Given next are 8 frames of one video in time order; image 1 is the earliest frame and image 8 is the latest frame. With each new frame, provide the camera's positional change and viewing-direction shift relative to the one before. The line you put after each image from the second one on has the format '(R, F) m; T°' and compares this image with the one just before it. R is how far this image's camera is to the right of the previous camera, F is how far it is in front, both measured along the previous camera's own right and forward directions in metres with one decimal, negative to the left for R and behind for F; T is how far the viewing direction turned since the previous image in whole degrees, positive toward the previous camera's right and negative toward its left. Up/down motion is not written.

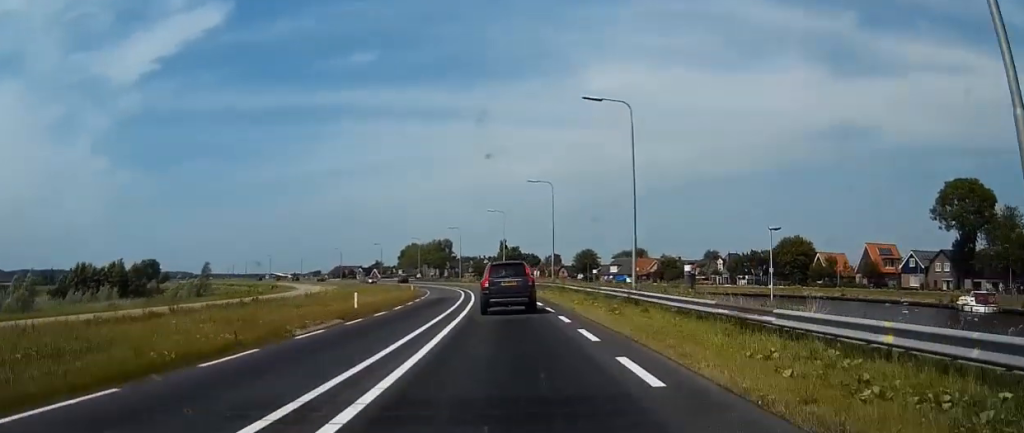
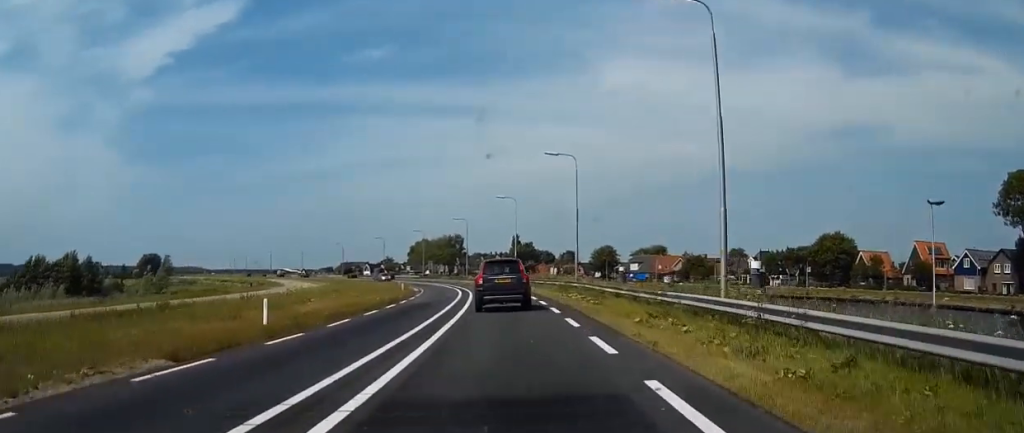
(-0.2, +14.4) m; -1°
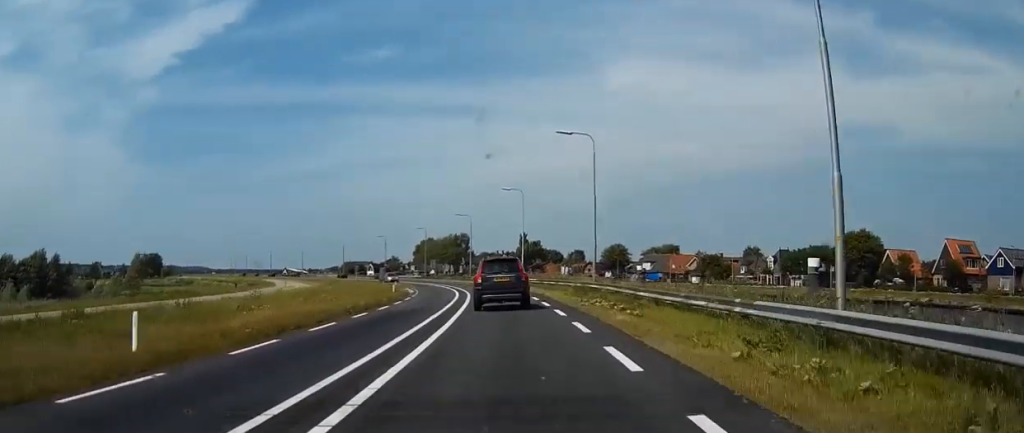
(-0.1, +8.1) m; -1°
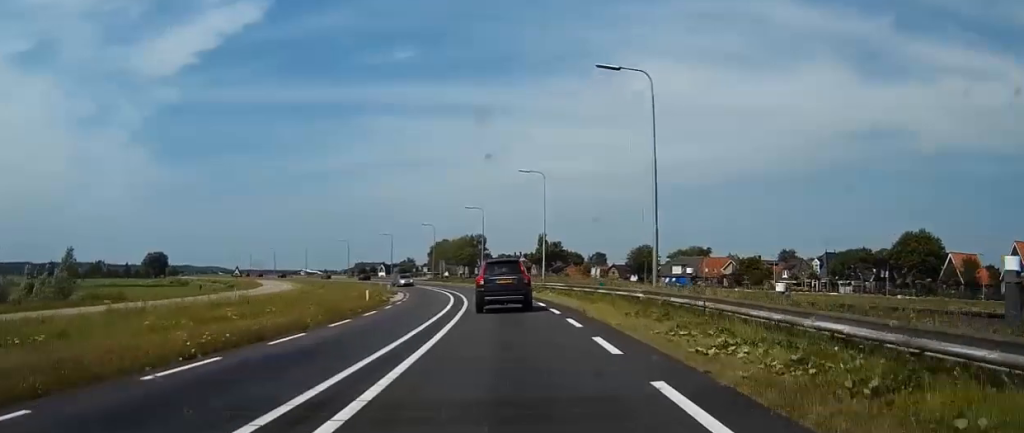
(0.0, +15.7) m; -1°
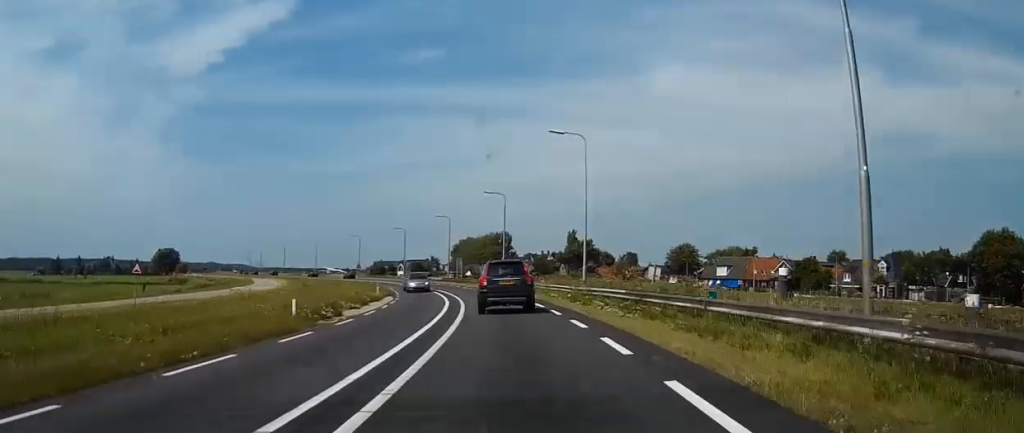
(-0.3, +17.8) m; -2°
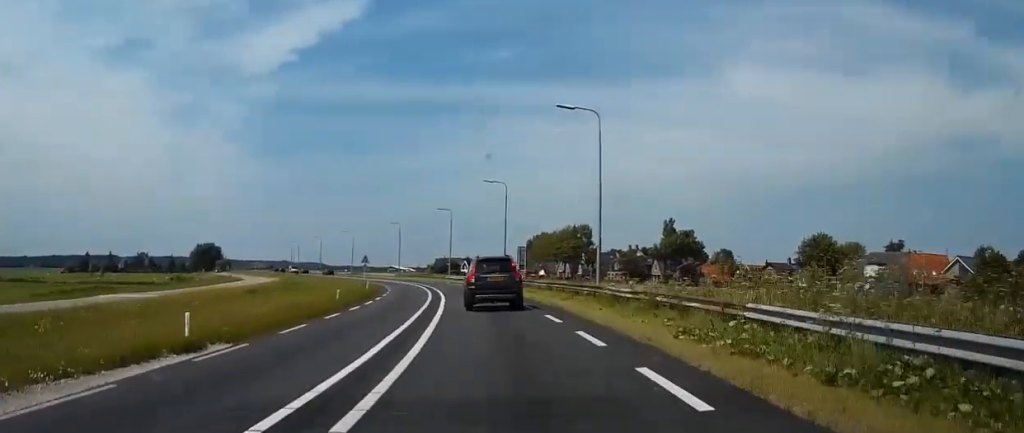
(-2.1, +43.3) m; -7°
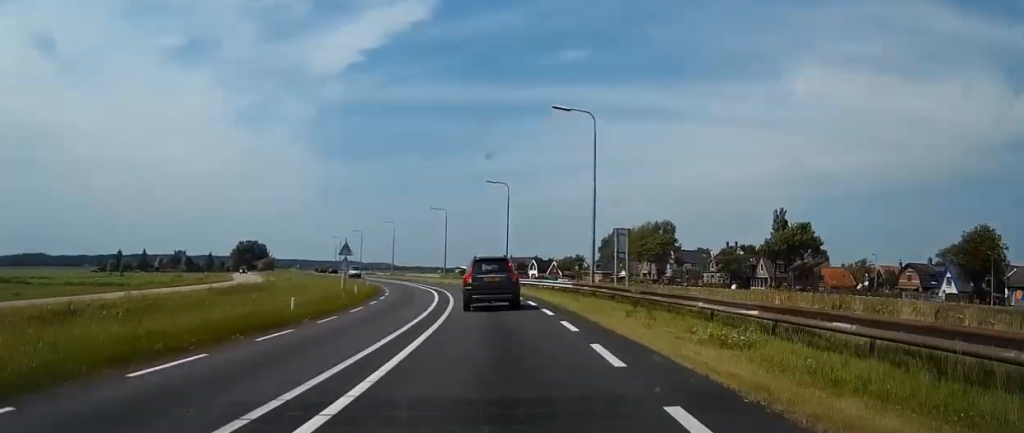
(-2.8, +40.6) m; -7°
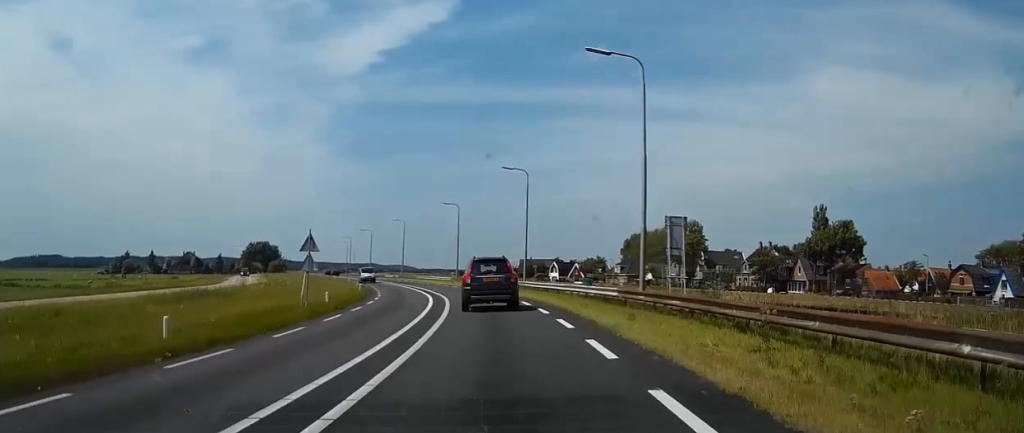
(-0.1, +13.4) m; -2°
